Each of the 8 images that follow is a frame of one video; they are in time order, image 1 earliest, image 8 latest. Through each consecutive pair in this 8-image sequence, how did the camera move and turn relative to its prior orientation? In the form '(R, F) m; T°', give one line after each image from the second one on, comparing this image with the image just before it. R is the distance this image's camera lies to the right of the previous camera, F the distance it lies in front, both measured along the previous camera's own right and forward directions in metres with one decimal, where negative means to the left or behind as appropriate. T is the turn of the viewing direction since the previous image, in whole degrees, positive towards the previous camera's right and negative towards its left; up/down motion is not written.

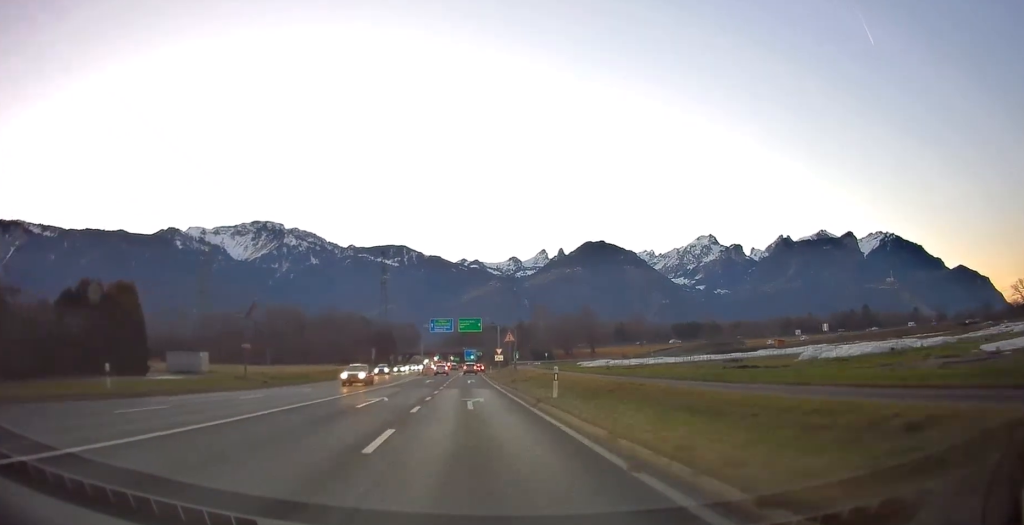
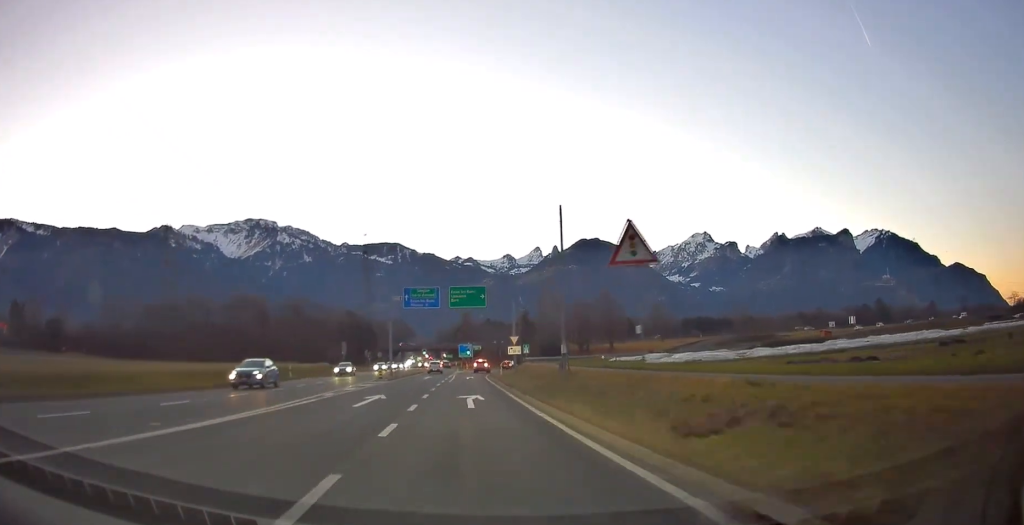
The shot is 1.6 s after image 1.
(-0.1, +29.3) m; 0°
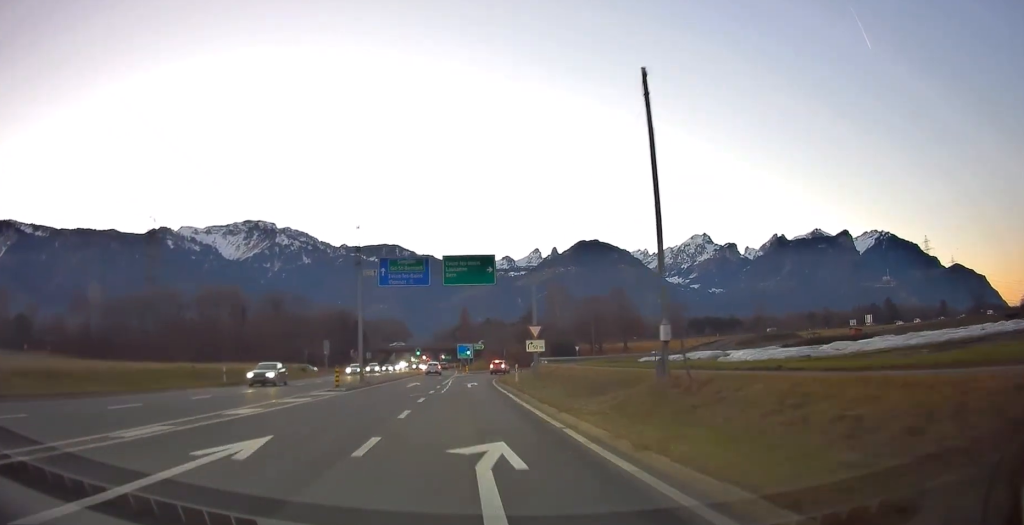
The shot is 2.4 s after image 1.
(0.0, +14.9) m; 0°
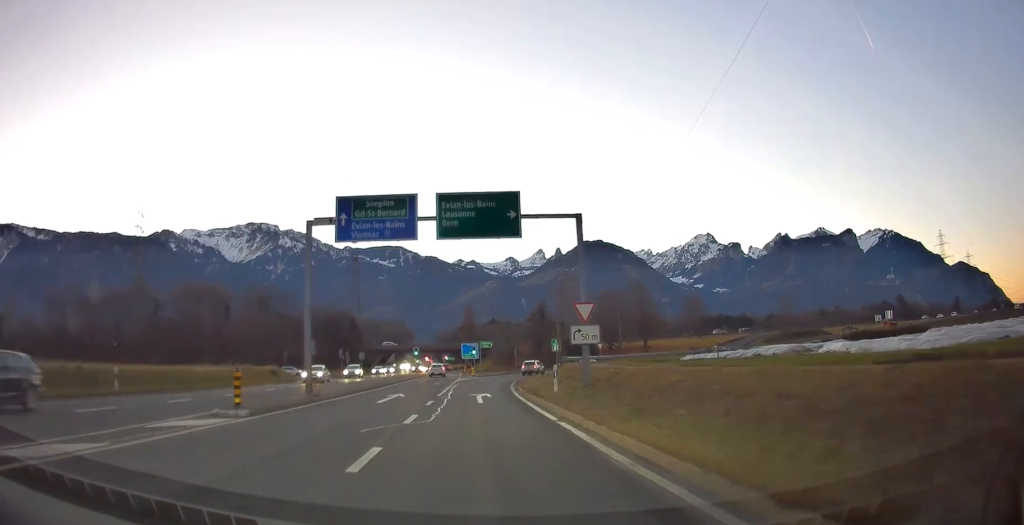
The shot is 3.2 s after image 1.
(-0.1, +13.5) m; 0°
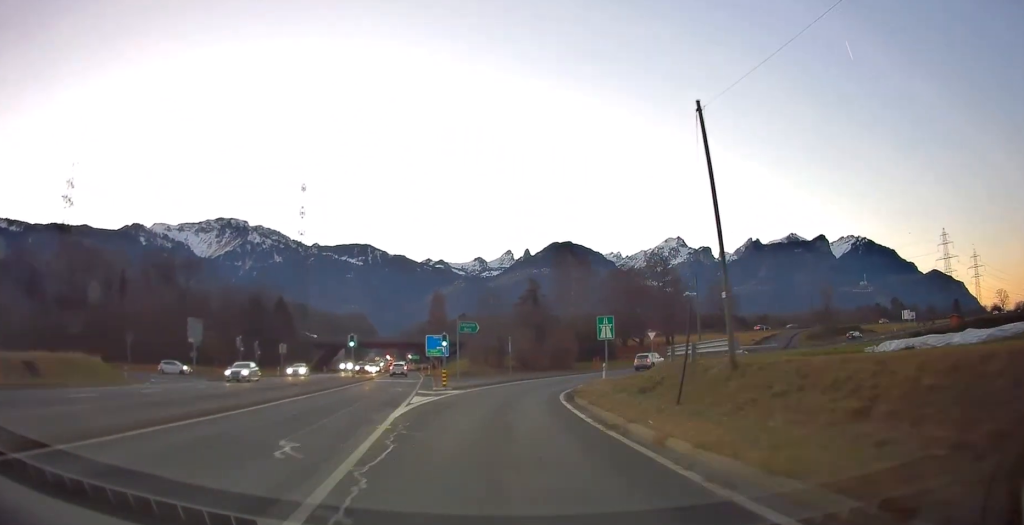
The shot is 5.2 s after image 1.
(-0.2, +33.6) m; +1°
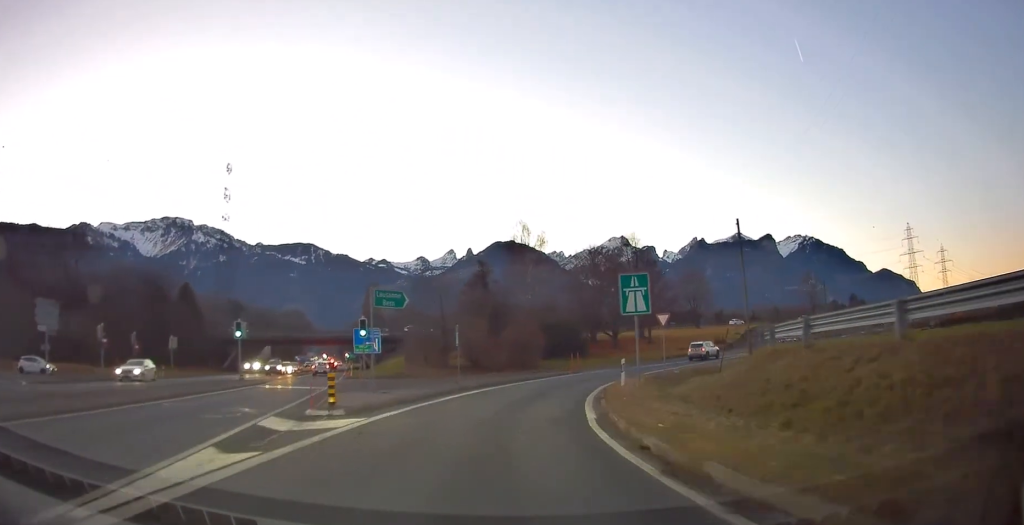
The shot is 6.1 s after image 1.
(+0.4, +15.8) m; +4°
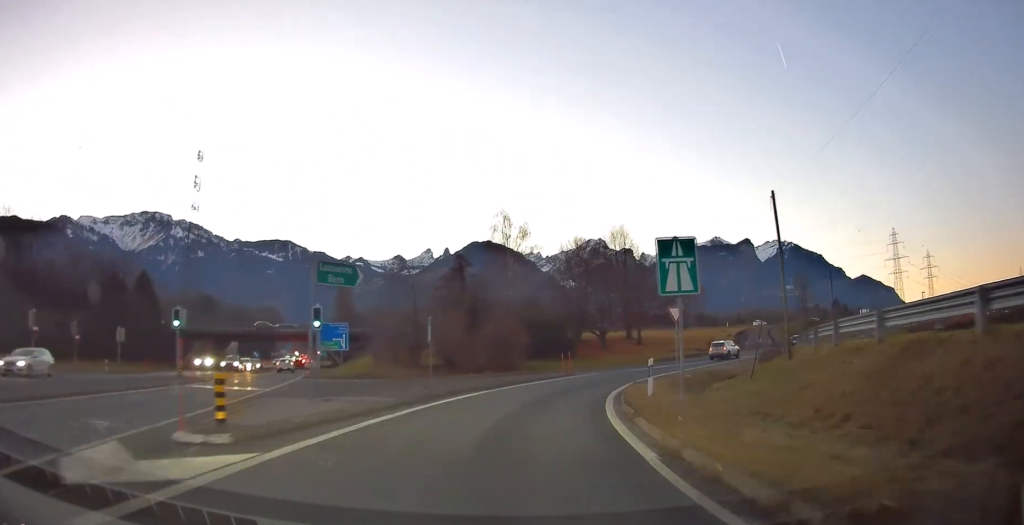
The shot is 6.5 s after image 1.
(+0.2, +6.3) m; +3°
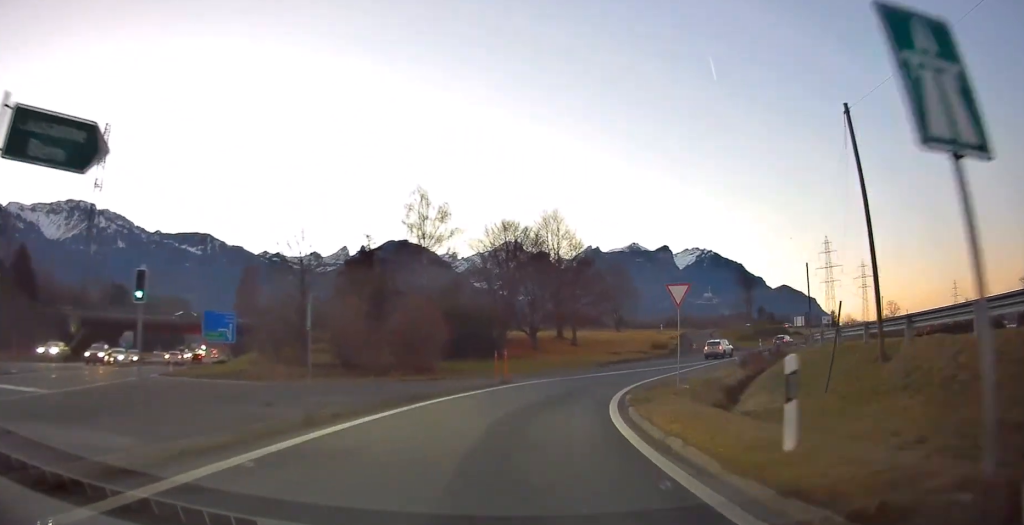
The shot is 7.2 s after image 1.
(+0.2, +10.5) m; +5°
